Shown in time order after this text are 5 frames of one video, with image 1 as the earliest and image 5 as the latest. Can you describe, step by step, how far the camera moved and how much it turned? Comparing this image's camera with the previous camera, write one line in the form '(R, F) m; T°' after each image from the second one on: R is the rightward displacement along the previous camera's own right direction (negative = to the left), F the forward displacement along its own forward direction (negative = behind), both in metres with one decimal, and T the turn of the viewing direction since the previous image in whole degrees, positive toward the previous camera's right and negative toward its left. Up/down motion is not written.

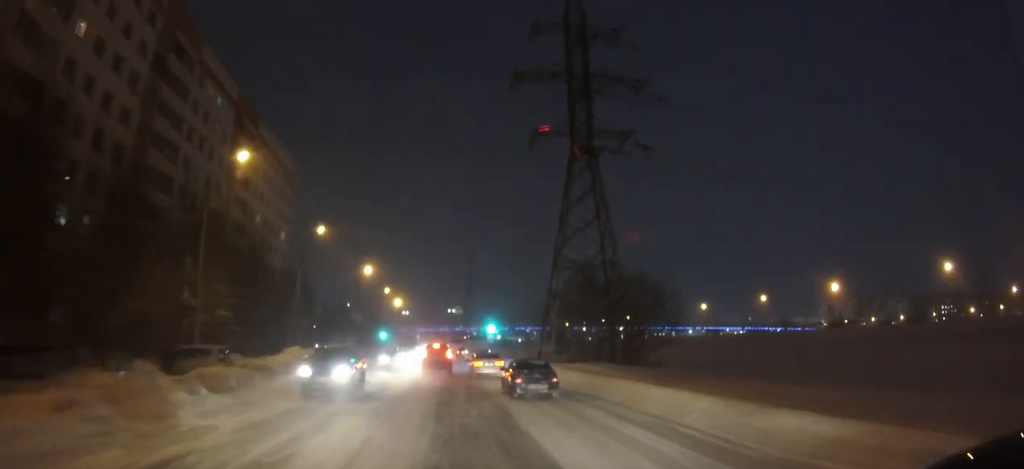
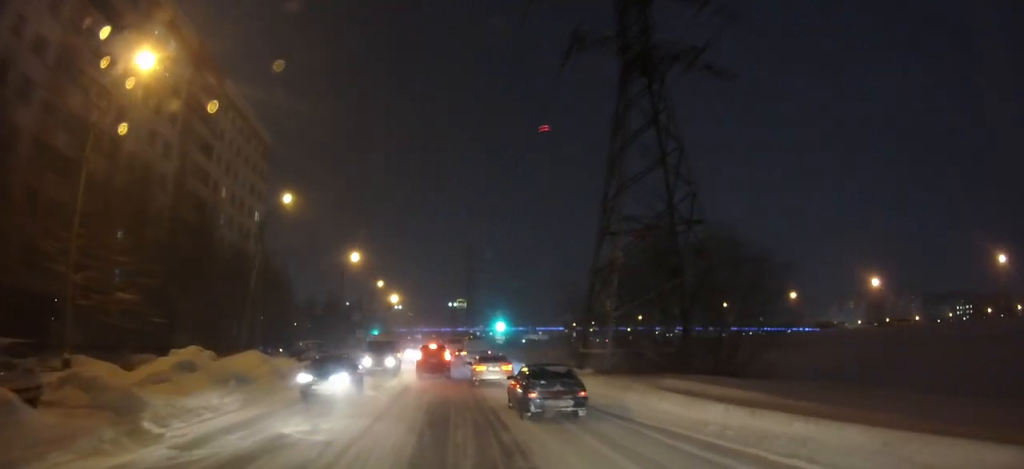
(-0.1, +12.5) m; -1°
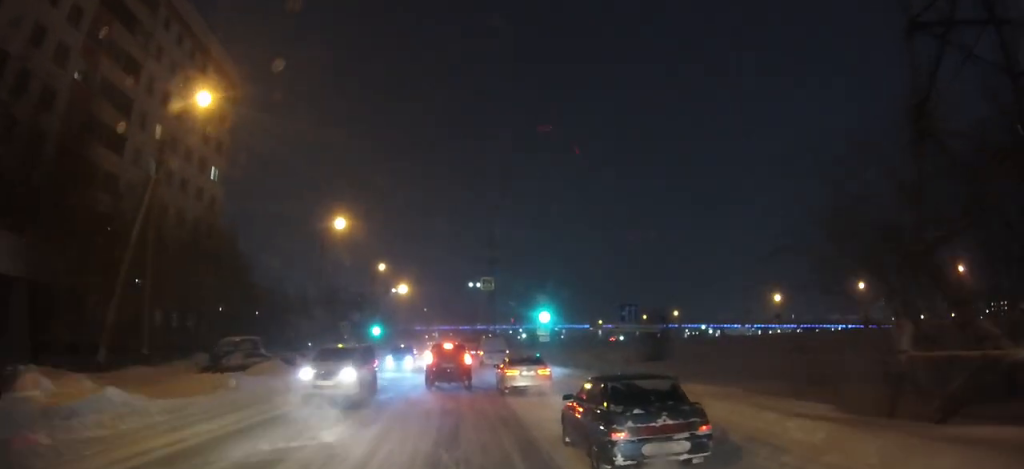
(-0.3, +18.7) m; -1°
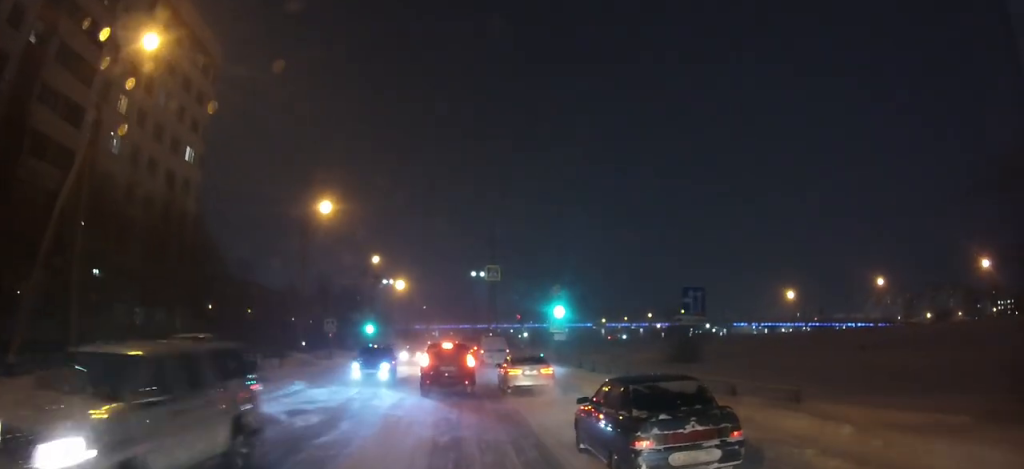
(0.0, +5.3) m; 0°
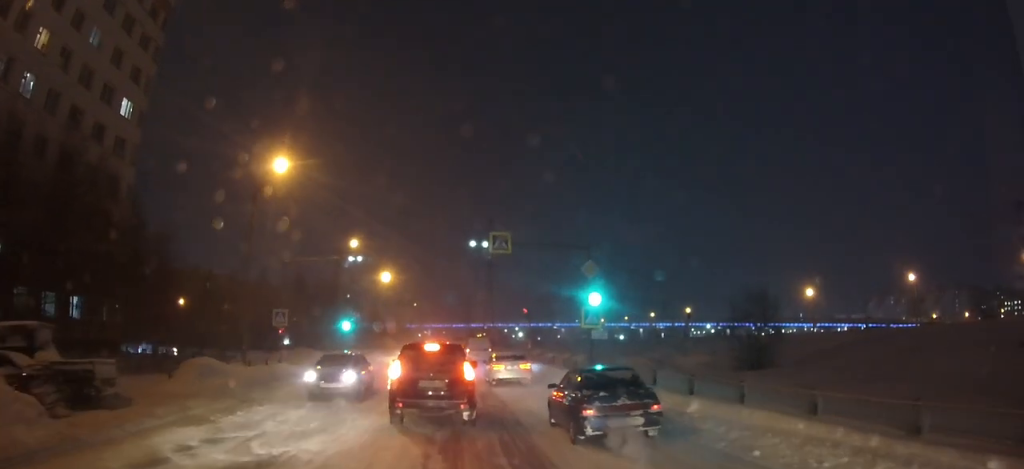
(0.0, +10.1) m; +1°
